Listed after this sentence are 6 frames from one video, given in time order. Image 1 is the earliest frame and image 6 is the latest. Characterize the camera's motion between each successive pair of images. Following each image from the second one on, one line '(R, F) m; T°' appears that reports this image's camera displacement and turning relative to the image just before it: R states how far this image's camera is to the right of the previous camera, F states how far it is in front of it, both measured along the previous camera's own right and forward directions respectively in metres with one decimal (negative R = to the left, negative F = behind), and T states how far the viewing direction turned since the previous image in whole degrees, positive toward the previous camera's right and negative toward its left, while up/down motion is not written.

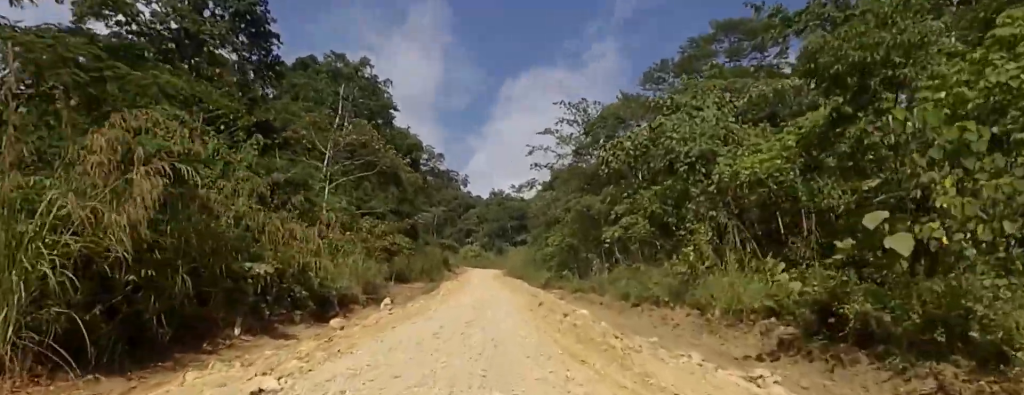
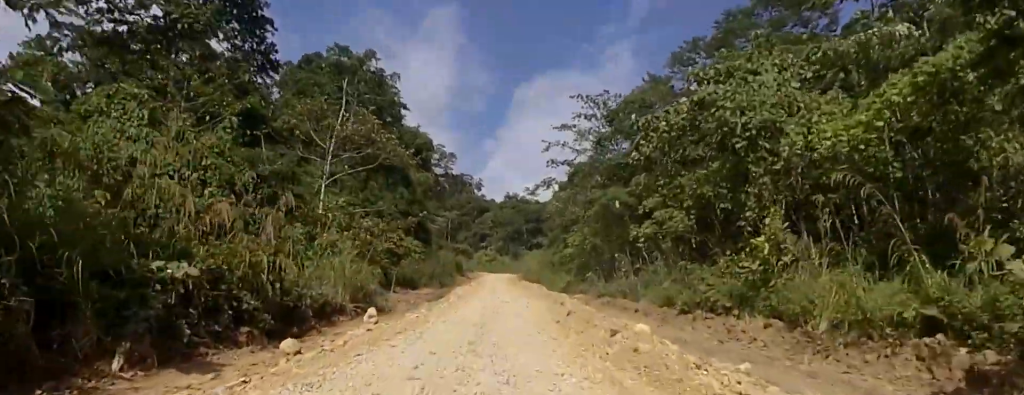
(-0.1, +3.9) m; +2°
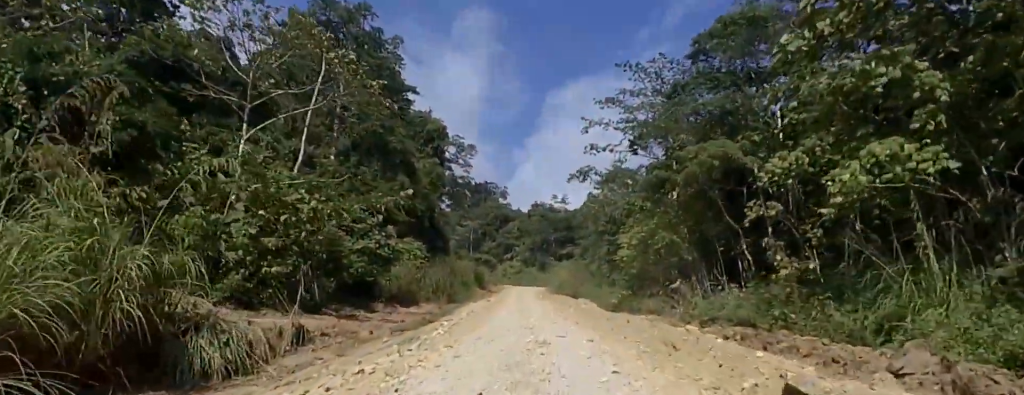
(+0.8, +15.0) m; +3°
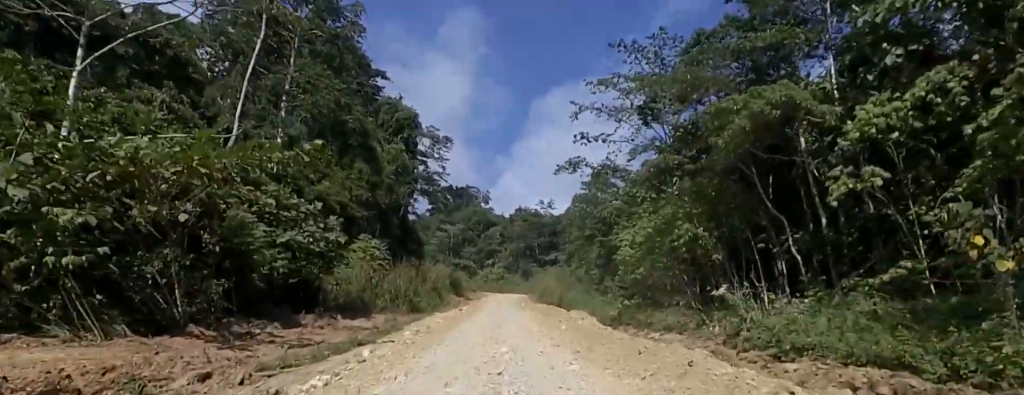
(0.0, +8.3) m; 0°
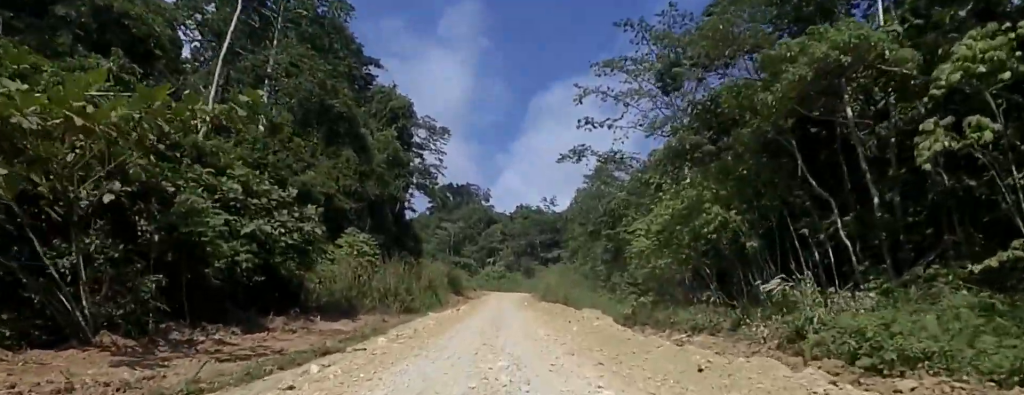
(0.0, +3.7) m; +2°
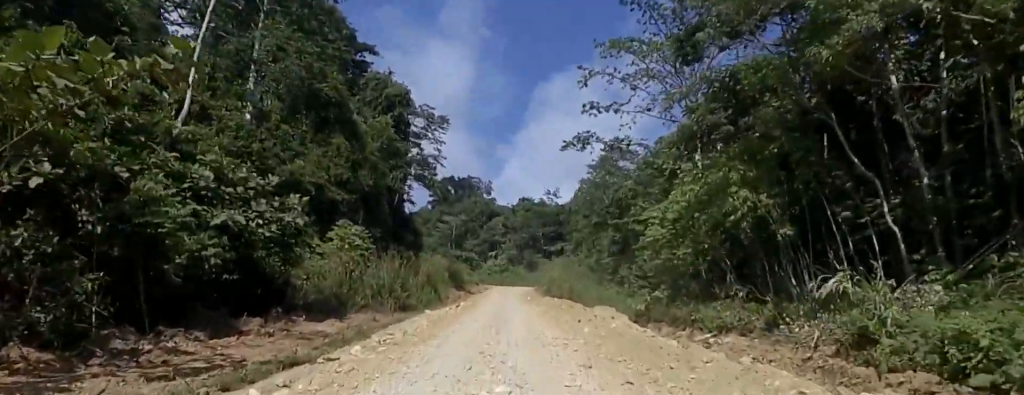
(0.0, +2.6) m; +1°
